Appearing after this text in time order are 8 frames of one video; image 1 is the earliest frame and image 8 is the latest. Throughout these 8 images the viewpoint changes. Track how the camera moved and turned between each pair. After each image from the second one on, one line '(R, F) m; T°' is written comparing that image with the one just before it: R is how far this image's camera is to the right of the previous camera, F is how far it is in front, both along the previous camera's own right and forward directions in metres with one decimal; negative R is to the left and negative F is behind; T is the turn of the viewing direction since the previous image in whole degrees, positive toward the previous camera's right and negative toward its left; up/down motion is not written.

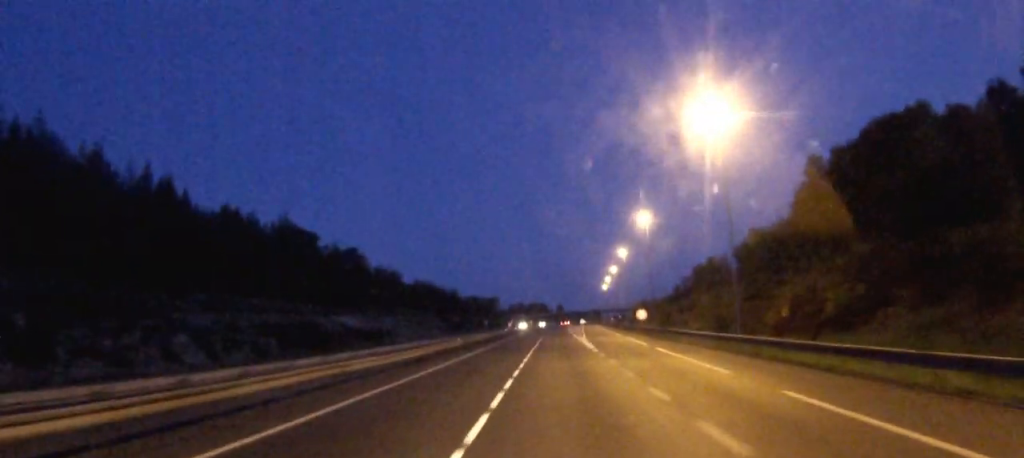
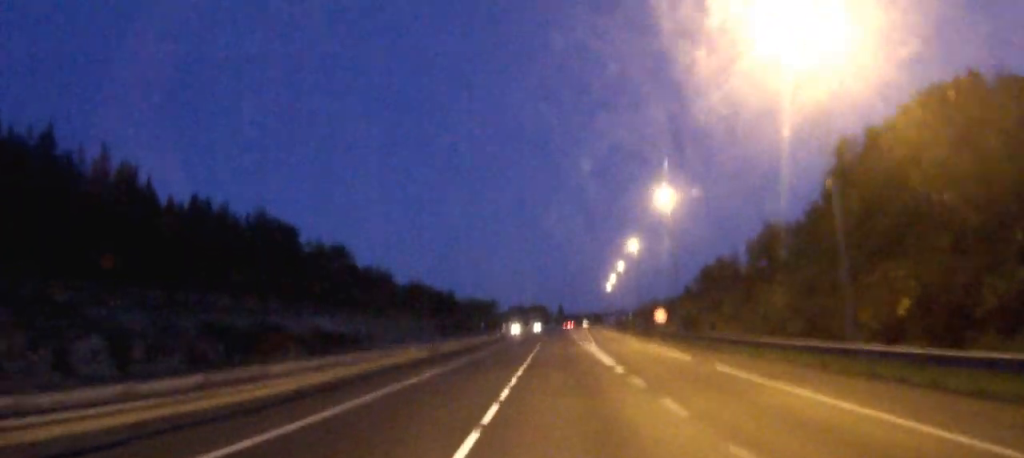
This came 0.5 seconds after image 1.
(0.0, +14.9) m; 0°
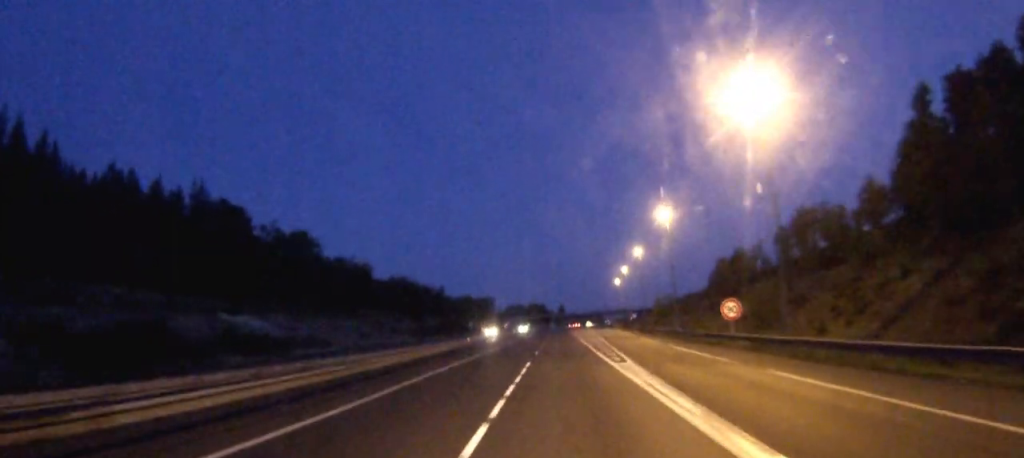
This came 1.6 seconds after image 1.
(+0.1, +29.7) m; 0°
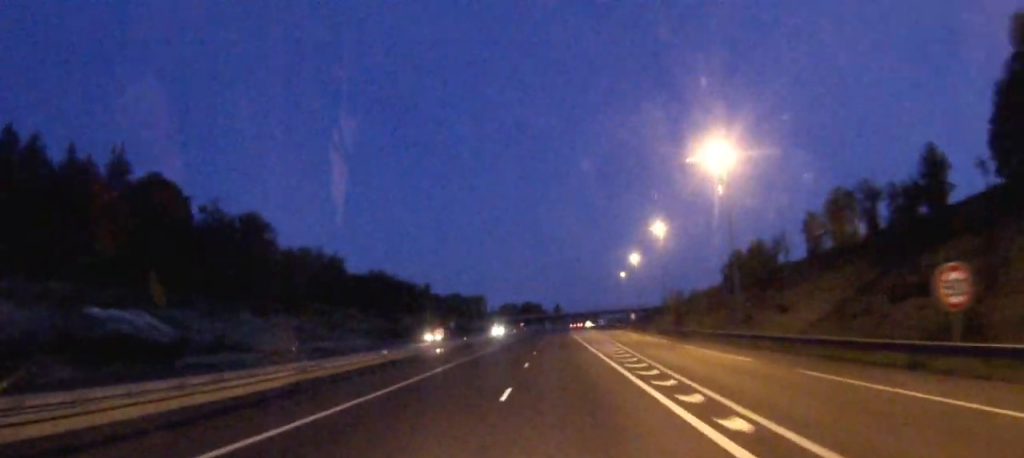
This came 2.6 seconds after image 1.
(0.0, +26.8) m; 0°
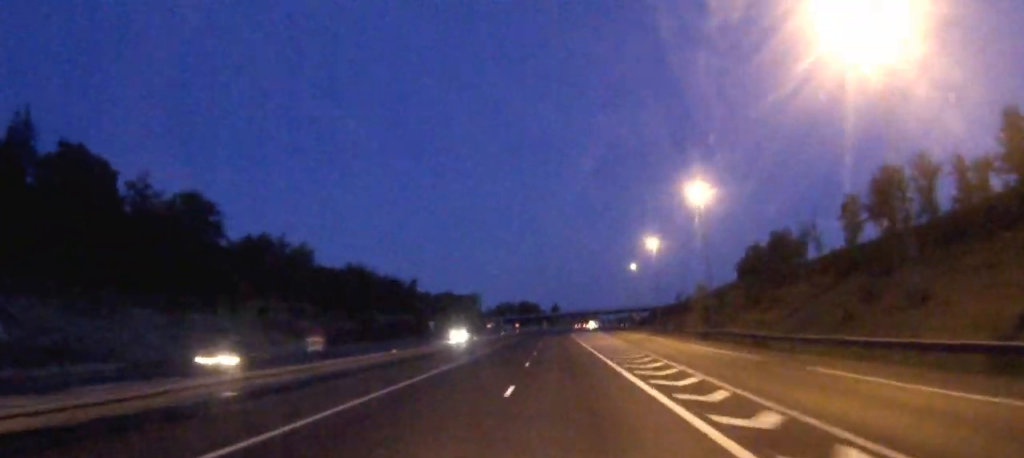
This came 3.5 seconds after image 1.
(0.0, +24.9) m; 0°
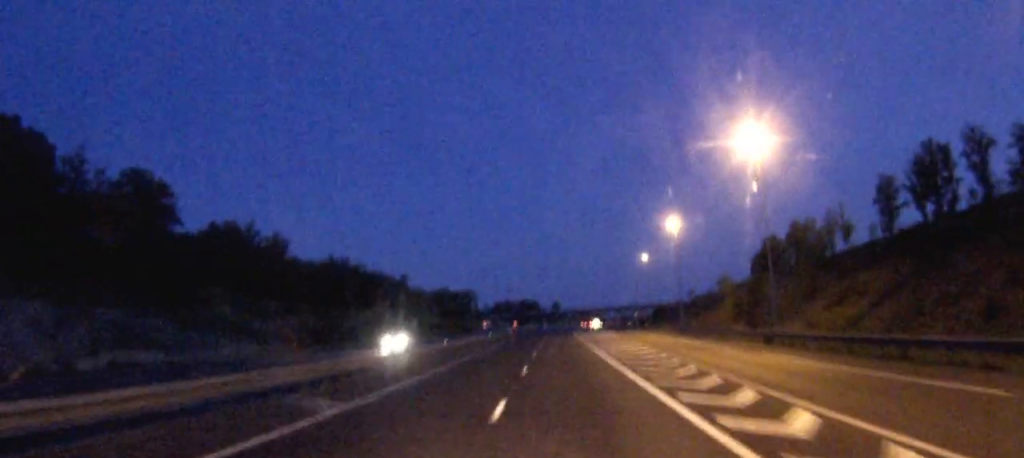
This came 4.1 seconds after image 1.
(0.0, +17.5) m; 0°
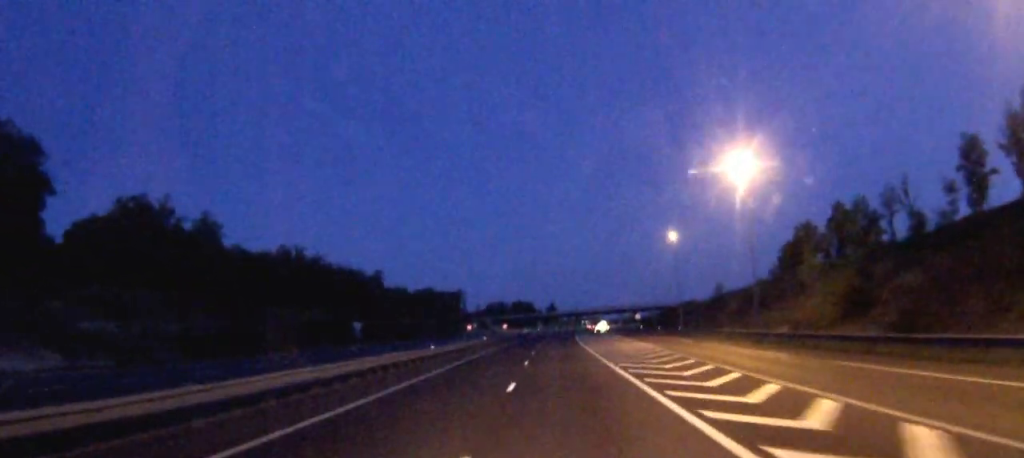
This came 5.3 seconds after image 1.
(+0.1, +32.9) m; 0°
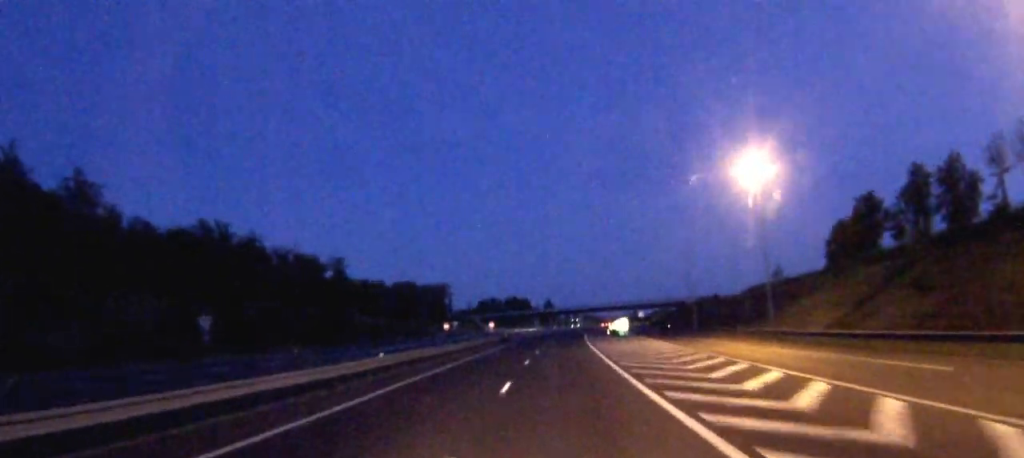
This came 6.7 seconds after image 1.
(+0.1, +39.3) m; 0°
